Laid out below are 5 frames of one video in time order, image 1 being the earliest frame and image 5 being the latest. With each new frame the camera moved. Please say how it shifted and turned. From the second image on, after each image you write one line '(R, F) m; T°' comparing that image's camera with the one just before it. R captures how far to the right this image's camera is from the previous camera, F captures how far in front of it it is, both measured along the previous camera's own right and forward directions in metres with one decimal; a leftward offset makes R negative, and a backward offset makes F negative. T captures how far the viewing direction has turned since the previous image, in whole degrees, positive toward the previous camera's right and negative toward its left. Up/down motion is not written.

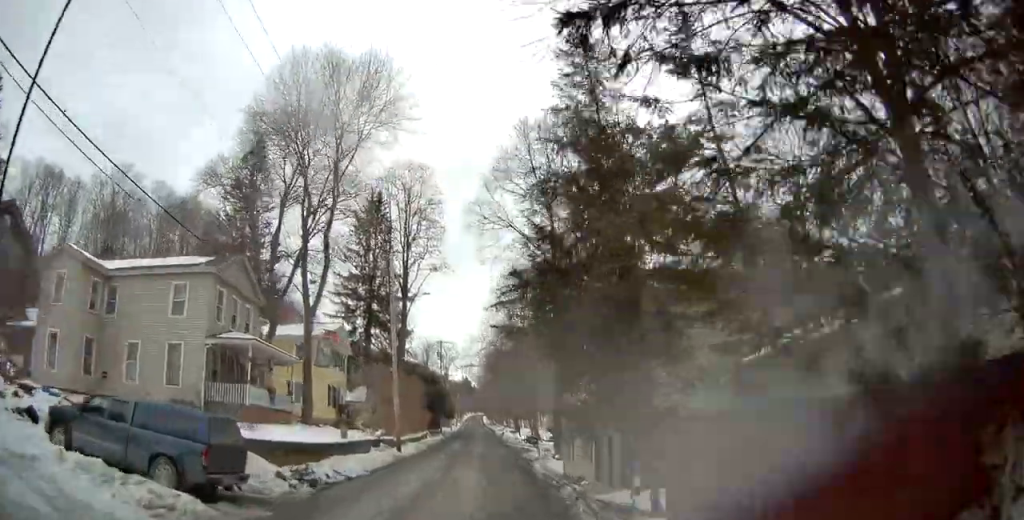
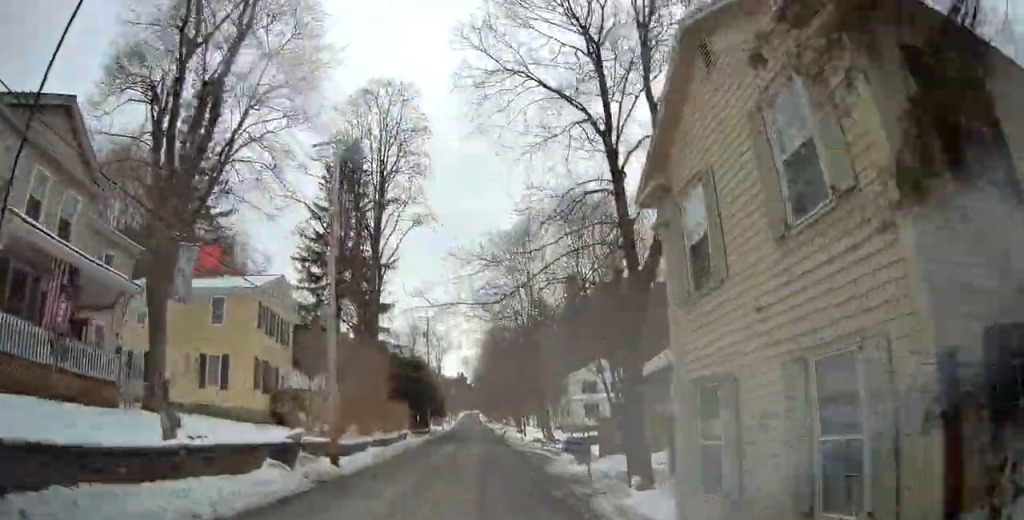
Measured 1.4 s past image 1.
(-0.6, +13.0) m; -2°
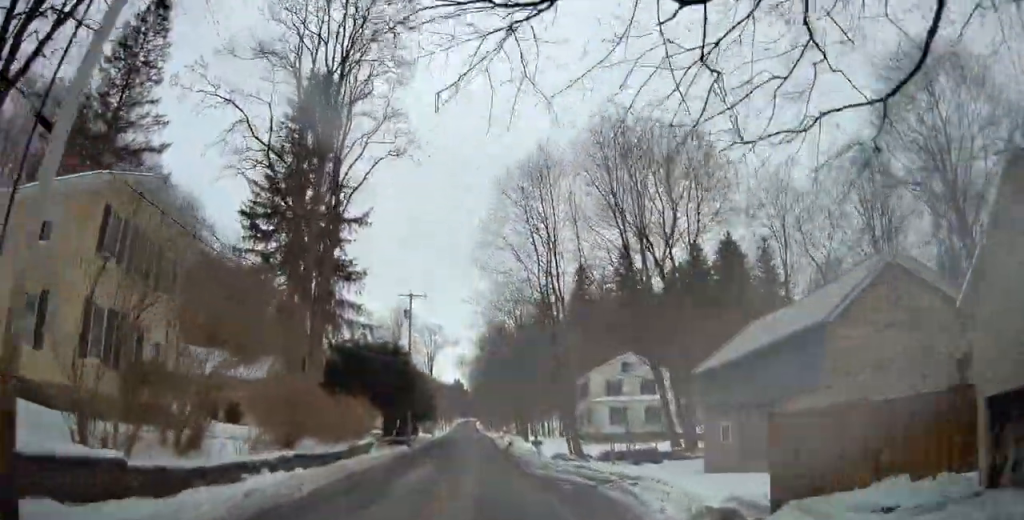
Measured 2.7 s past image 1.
(+0.6, +13.7) m; +3°
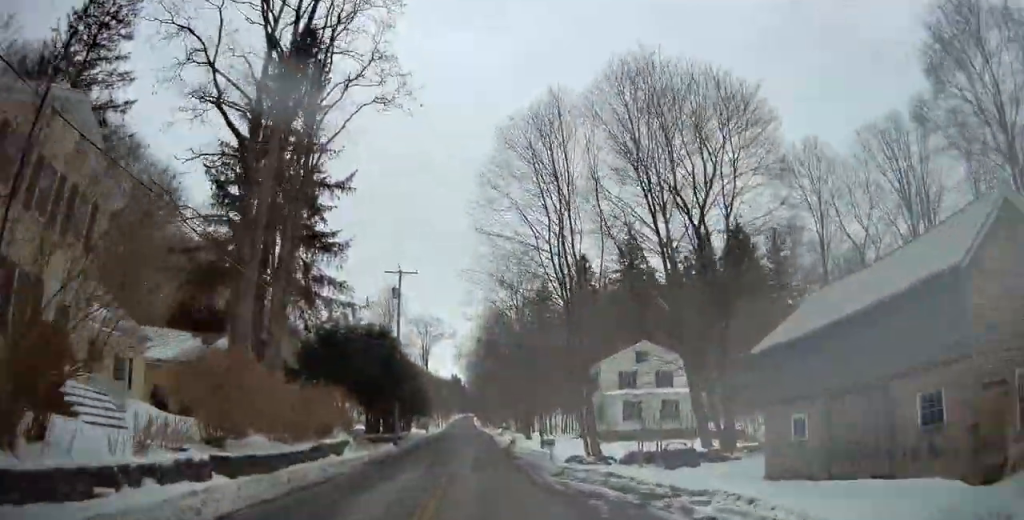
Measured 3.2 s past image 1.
(+0.1, +5.6) m; 0°
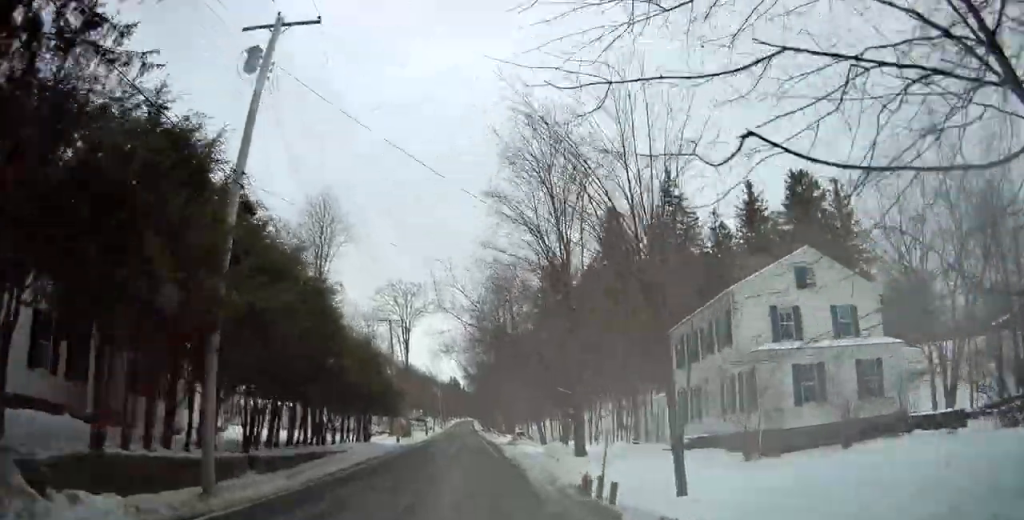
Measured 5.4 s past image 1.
(+0.1, +26.7) m; -3°
